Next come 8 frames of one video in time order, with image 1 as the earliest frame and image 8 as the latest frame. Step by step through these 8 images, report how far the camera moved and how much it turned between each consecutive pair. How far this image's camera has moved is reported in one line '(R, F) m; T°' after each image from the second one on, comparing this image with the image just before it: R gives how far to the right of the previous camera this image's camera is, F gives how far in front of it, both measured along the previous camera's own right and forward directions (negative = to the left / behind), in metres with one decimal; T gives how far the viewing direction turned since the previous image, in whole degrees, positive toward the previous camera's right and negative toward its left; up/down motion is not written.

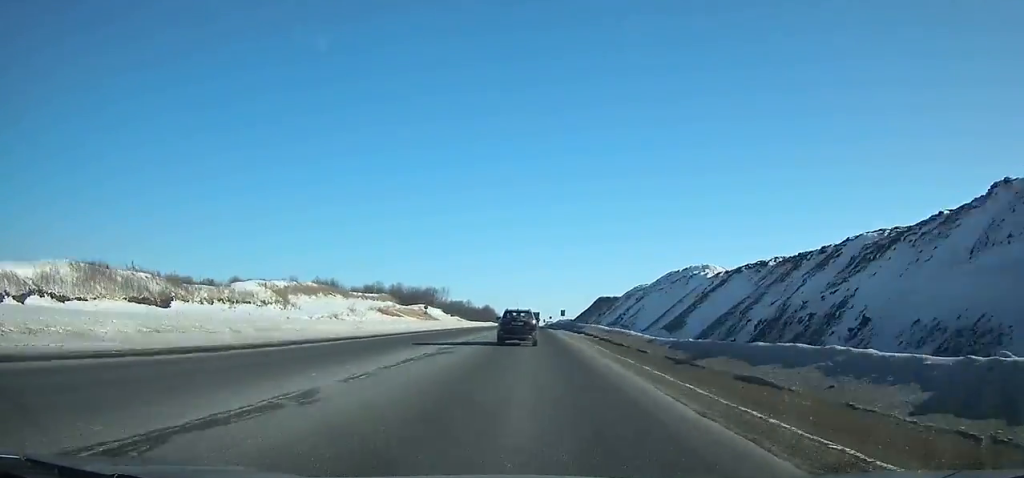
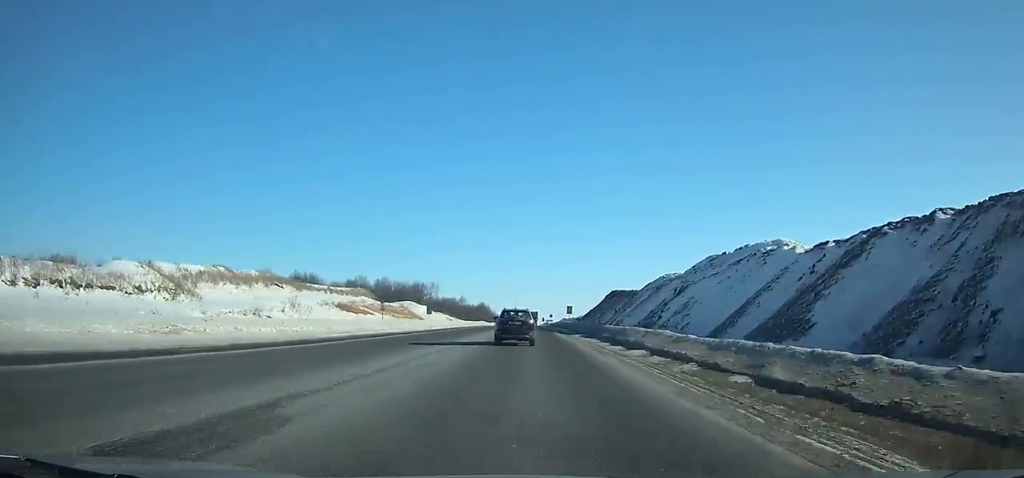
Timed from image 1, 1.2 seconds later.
(-0.1, +25.1) m; 0°
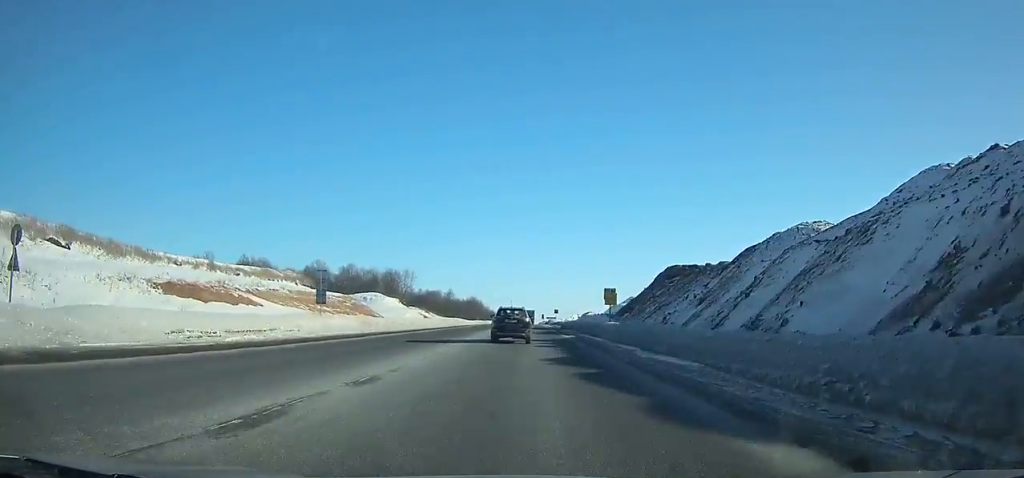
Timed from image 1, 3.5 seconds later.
(+0.1, +47.1) m; 0°
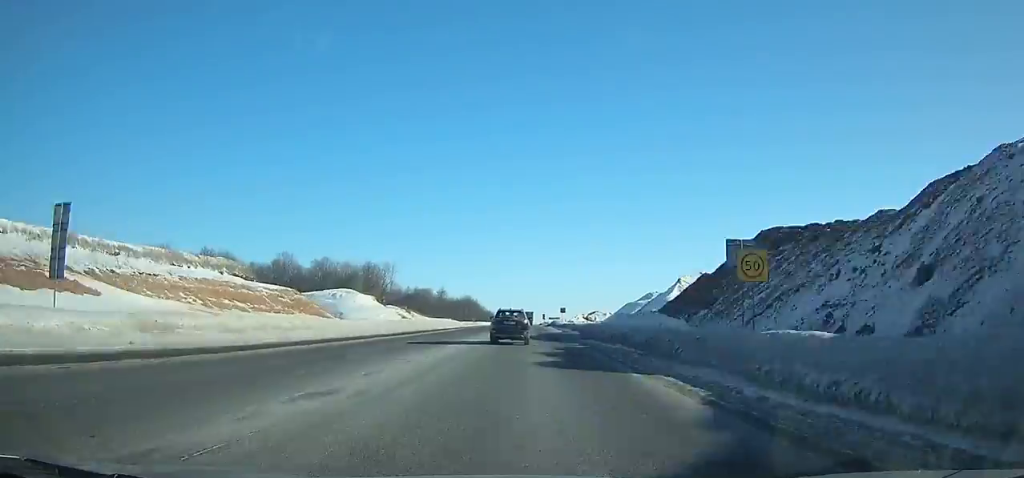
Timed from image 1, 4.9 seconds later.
(0.0, +28.6) m; 0°
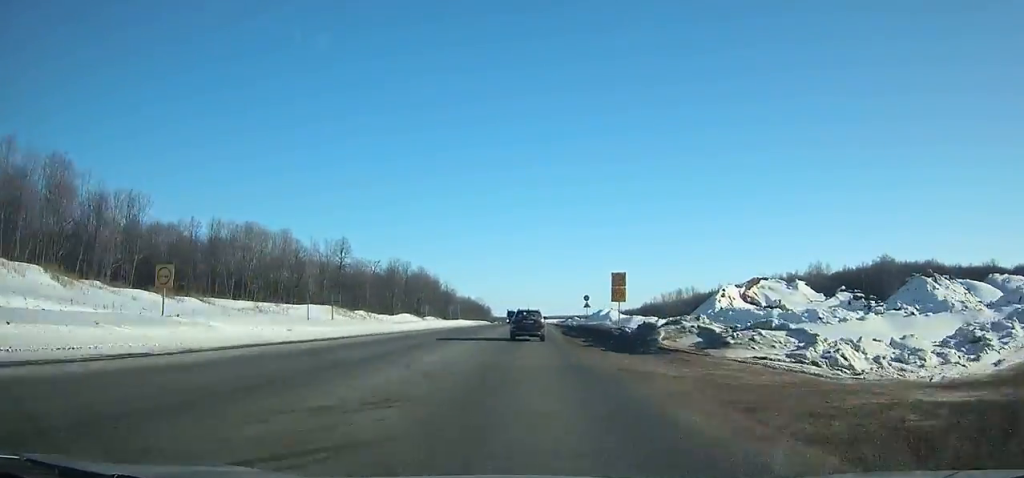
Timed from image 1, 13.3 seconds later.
(+0.2, +179.6) m; 0°
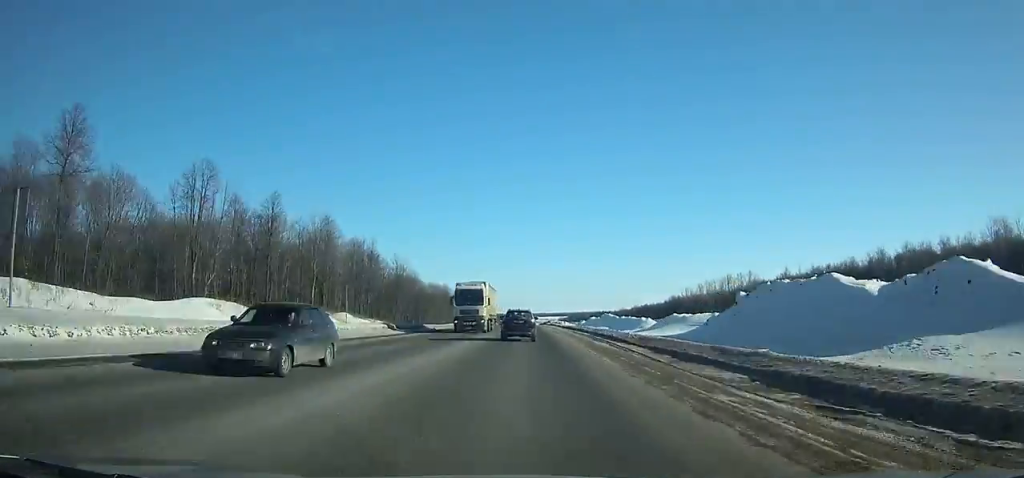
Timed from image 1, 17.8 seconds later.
(+0.2, +97.3) m; 0°
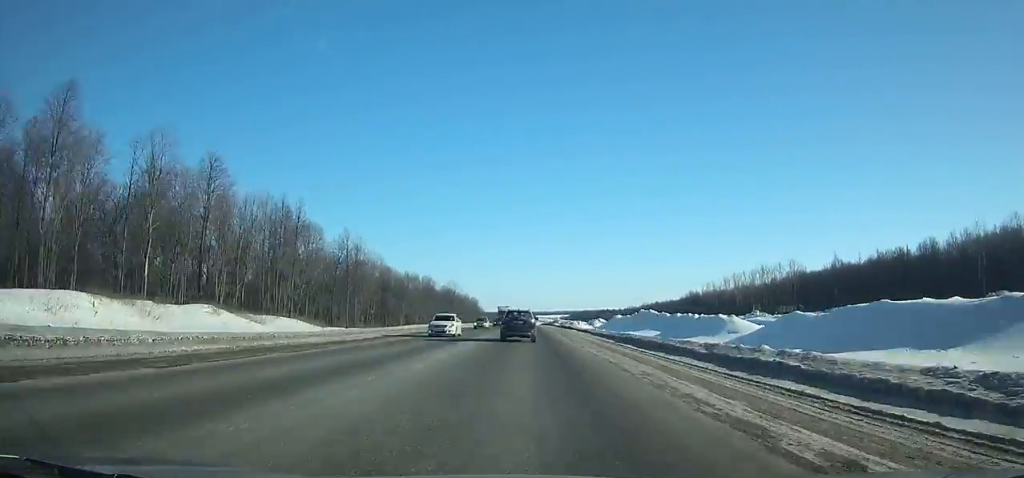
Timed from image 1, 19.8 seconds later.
(0.0, +43.6) m; 0°
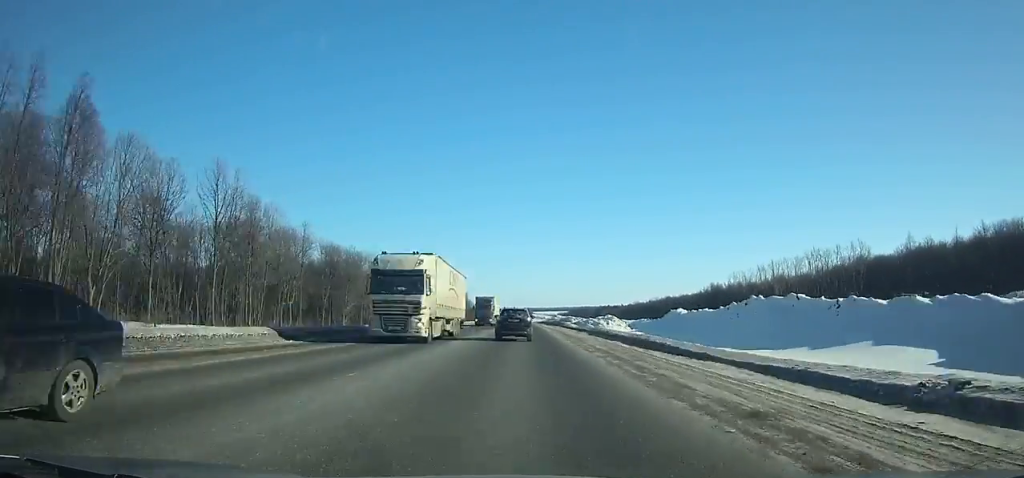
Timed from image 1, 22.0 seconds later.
(-0.1, +48.7) m; 0°
